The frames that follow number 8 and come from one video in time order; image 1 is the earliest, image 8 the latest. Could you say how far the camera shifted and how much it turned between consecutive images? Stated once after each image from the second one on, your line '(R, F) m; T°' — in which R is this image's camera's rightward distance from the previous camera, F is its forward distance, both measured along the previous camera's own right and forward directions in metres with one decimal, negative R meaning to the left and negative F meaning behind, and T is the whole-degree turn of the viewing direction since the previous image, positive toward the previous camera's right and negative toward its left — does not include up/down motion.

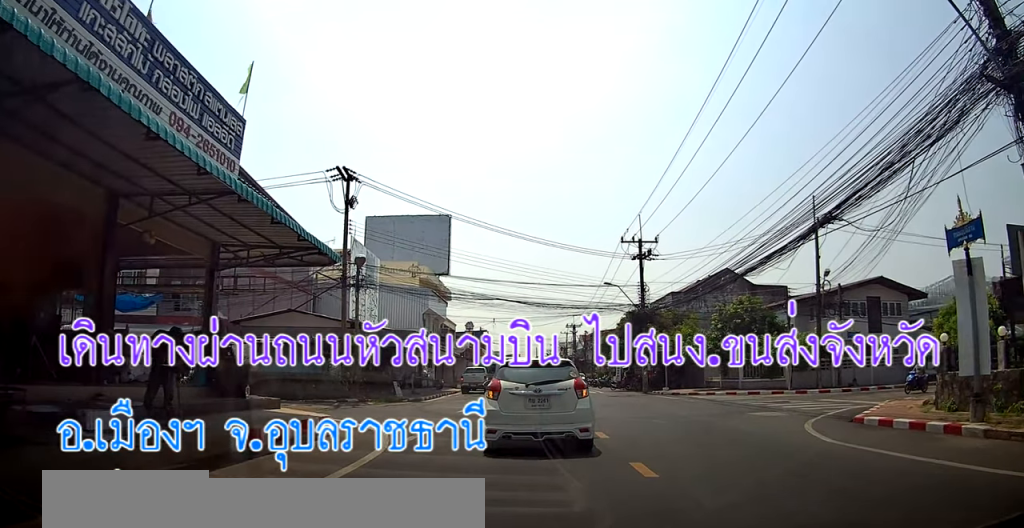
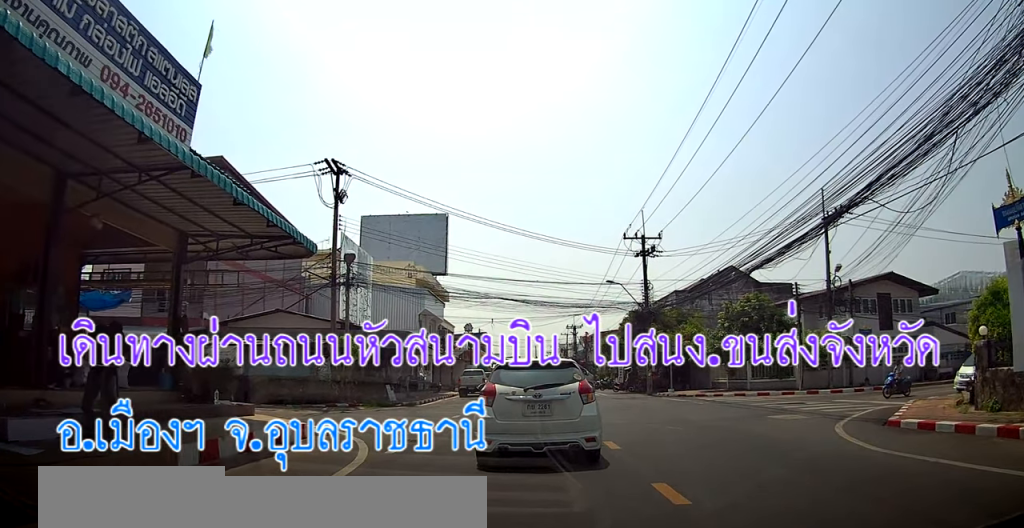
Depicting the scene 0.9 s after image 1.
(0.0, +2.1) m; +6°
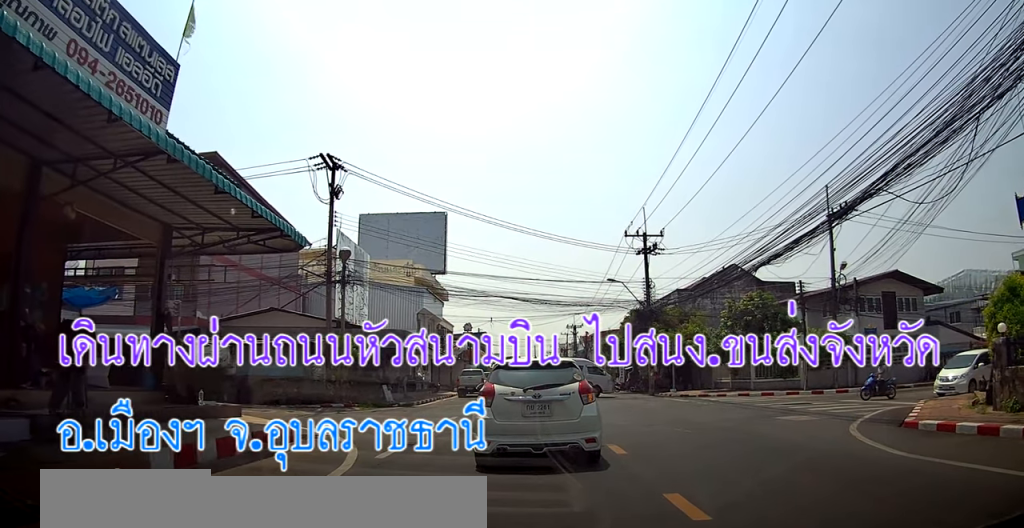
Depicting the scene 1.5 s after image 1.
(0.0, +1.2) m; +7°
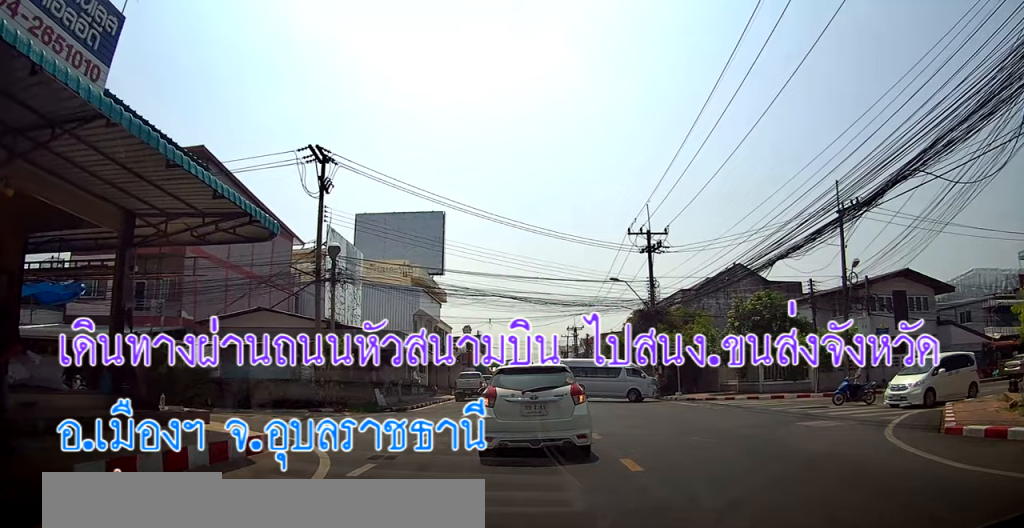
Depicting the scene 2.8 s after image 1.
(+0.2, +2.4) m; +1°
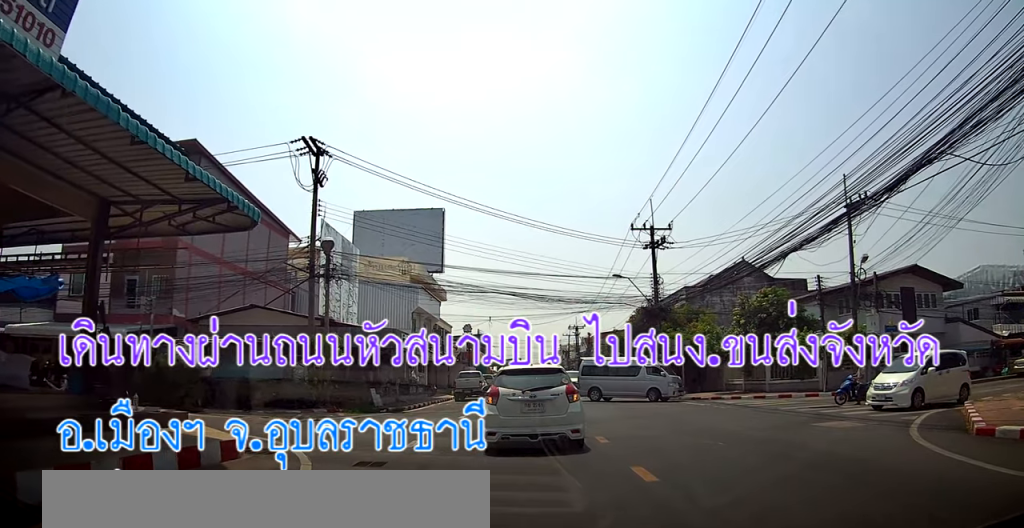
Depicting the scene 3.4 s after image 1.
(-0.1, +1.1) m; -2°
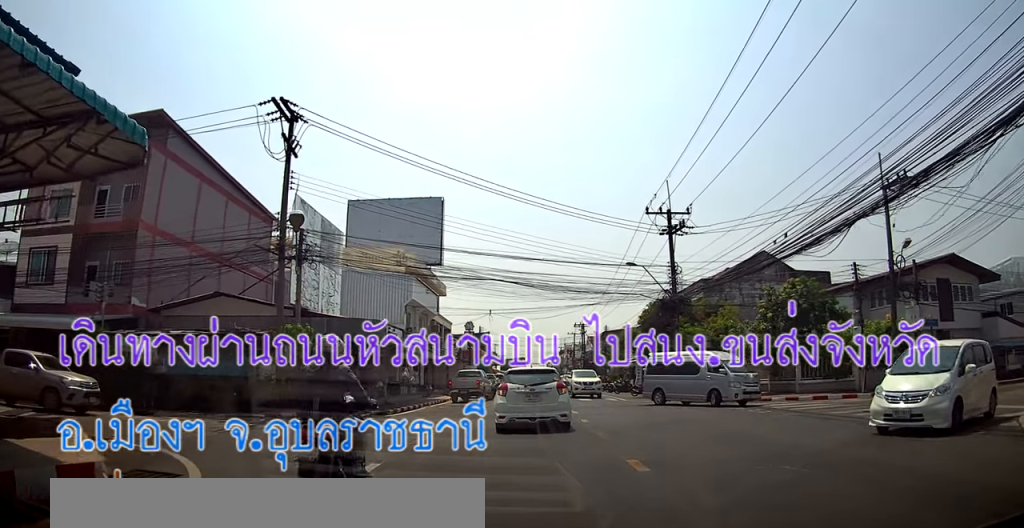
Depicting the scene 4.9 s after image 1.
(-0.2, +3.5) m; -7°
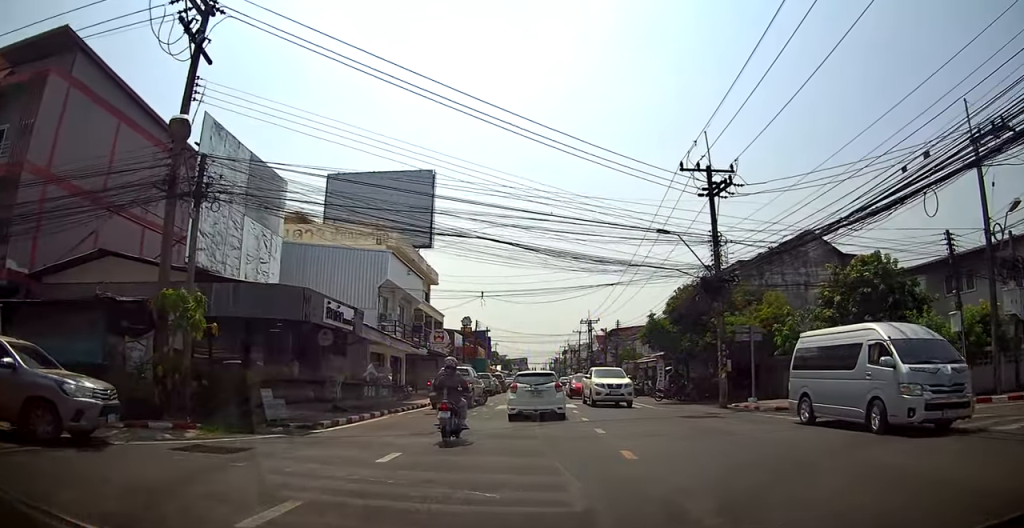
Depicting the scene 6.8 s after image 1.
(+0.6, +5.6) m; +10°
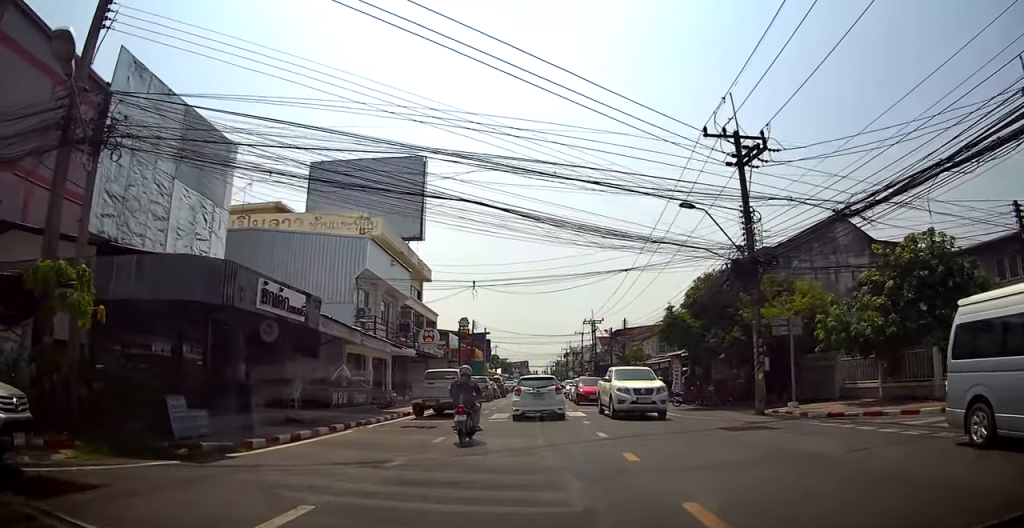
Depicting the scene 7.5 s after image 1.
(-0.1, +2.9) m; -2°
